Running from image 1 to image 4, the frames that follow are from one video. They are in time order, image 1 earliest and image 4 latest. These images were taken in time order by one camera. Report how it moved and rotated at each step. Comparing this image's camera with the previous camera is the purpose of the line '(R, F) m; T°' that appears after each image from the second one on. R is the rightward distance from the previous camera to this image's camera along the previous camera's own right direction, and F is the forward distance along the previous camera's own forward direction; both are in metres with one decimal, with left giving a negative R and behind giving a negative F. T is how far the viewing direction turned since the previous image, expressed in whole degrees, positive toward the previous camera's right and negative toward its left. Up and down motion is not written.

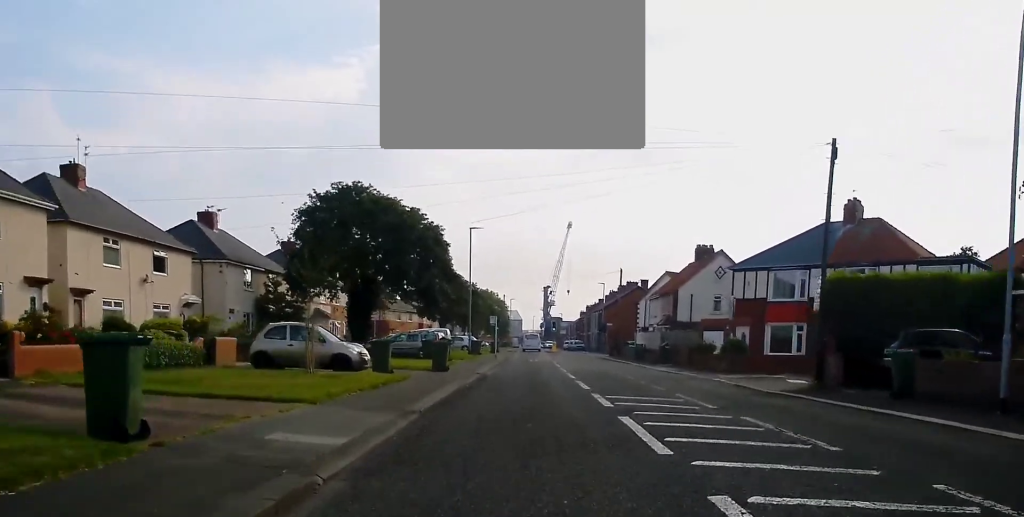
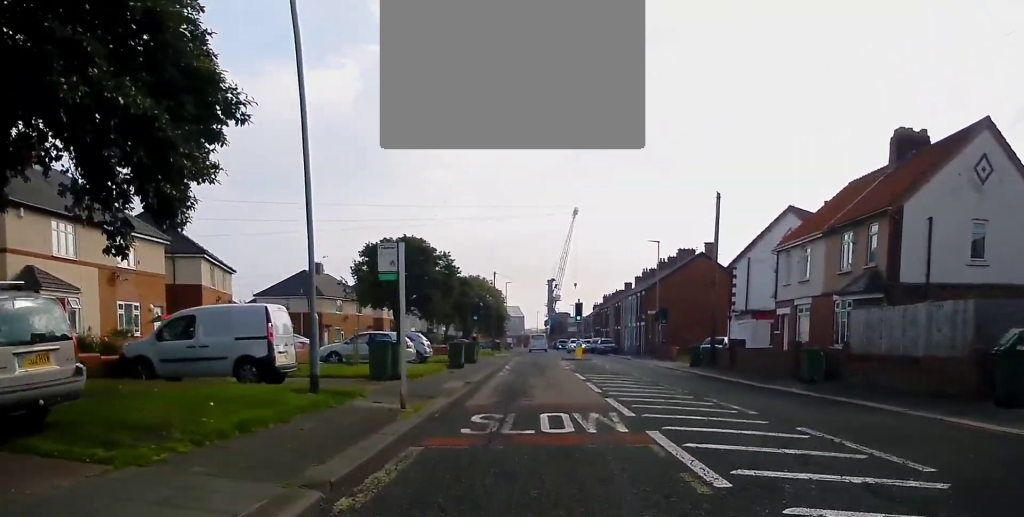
(+0.6, +38.6) m; 0°
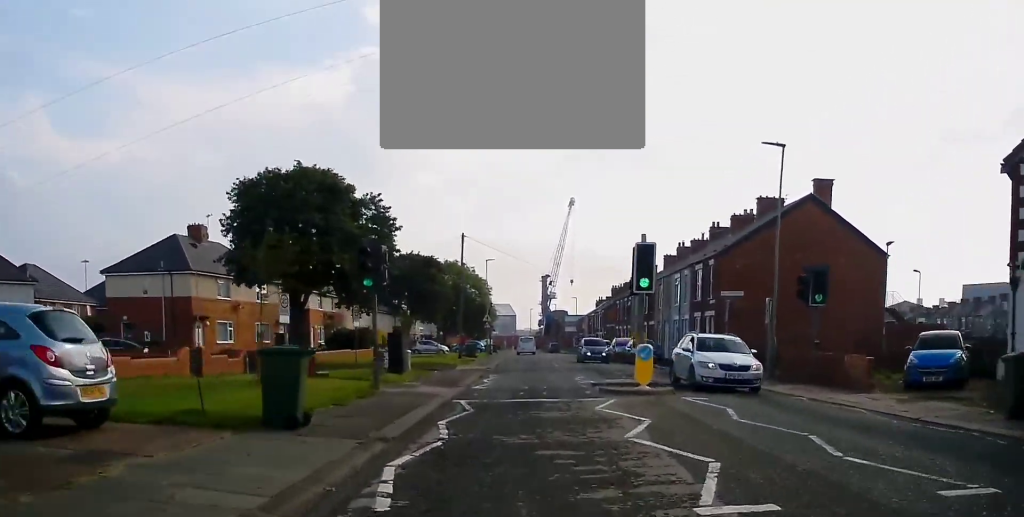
(+0.5, +28.8) m; +1°
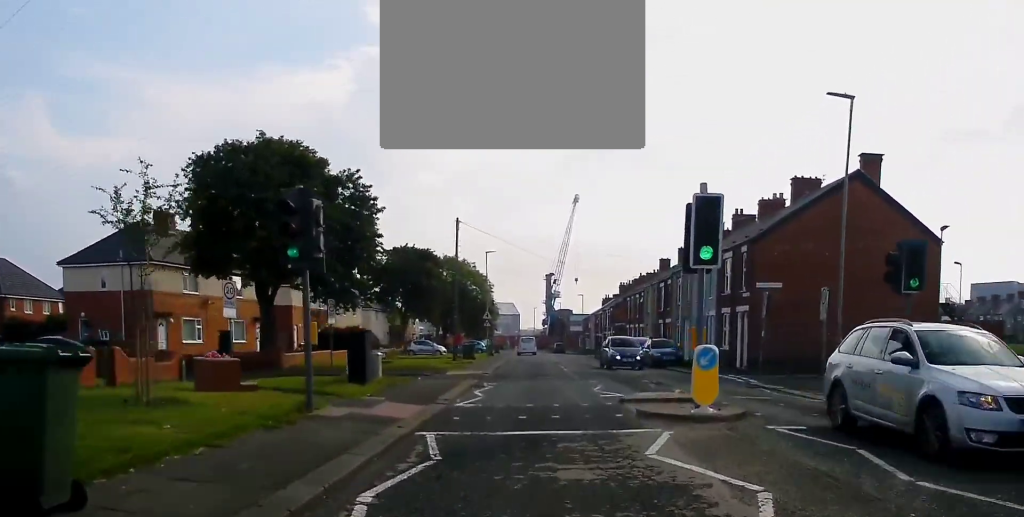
(+0.1, +5.8) m; -1°
